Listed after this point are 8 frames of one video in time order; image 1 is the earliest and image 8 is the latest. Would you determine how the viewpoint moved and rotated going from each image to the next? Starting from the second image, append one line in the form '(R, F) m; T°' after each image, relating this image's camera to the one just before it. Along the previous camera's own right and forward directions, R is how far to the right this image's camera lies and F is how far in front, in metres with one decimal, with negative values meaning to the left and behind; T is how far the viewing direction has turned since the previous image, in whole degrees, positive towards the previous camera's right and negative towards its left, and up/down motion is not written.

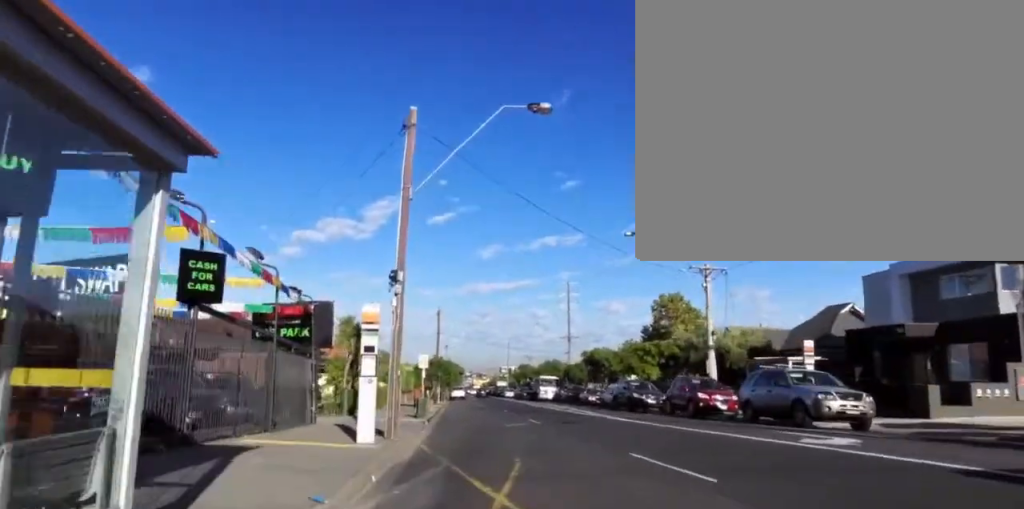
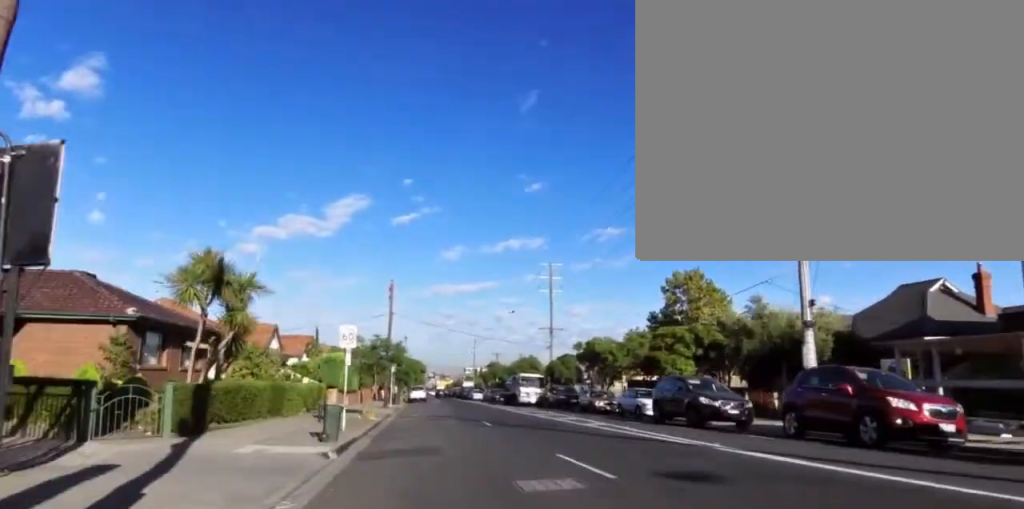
(-0.9, +15.5) m; +1°
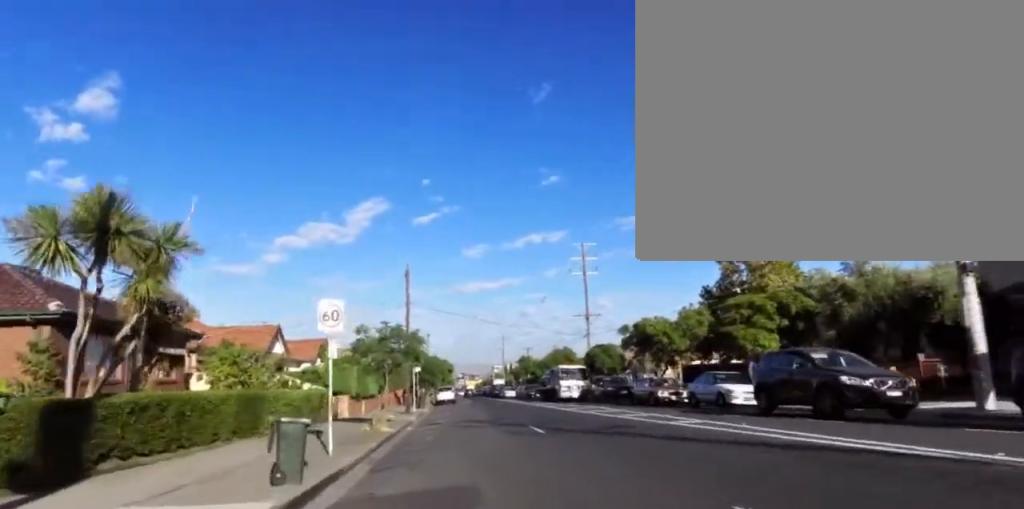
(+1.2, +6.5) m; 0°
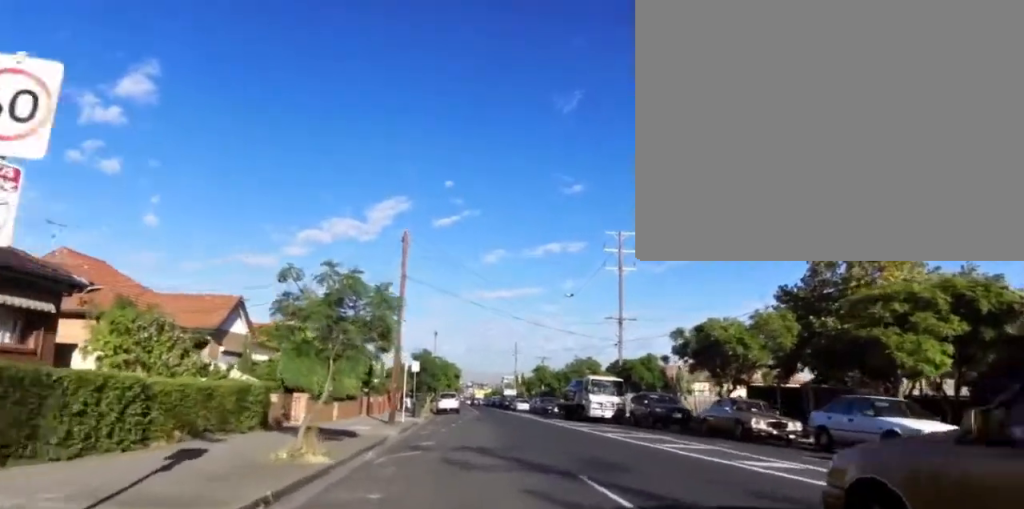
(-1.5, +9.5) m; 0°
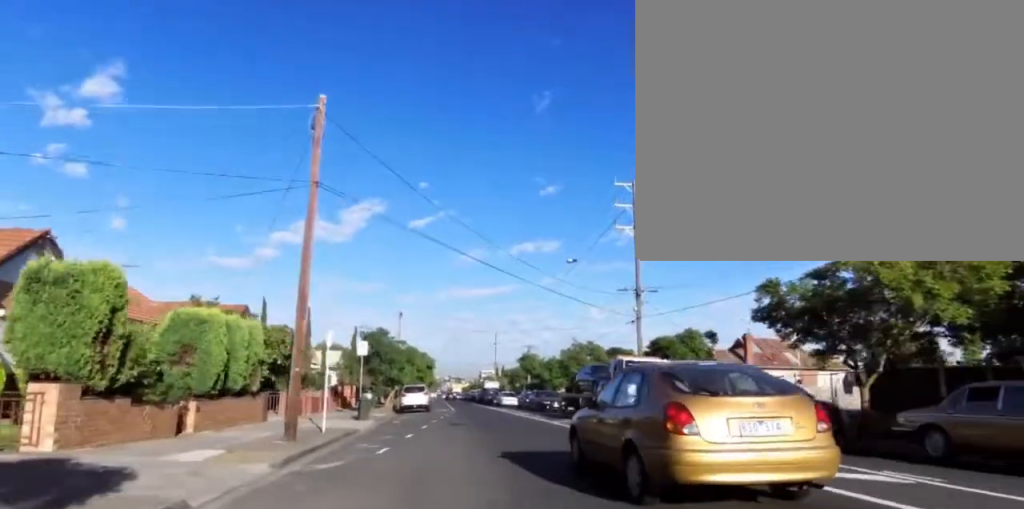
(+0.9, +12.7) m; -1°
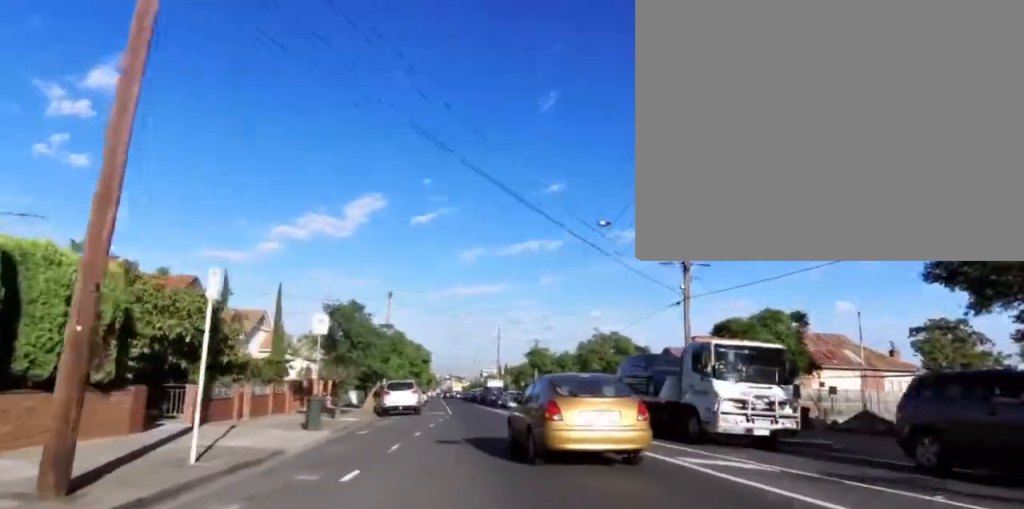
(-0.3, +8.4) m; 0°
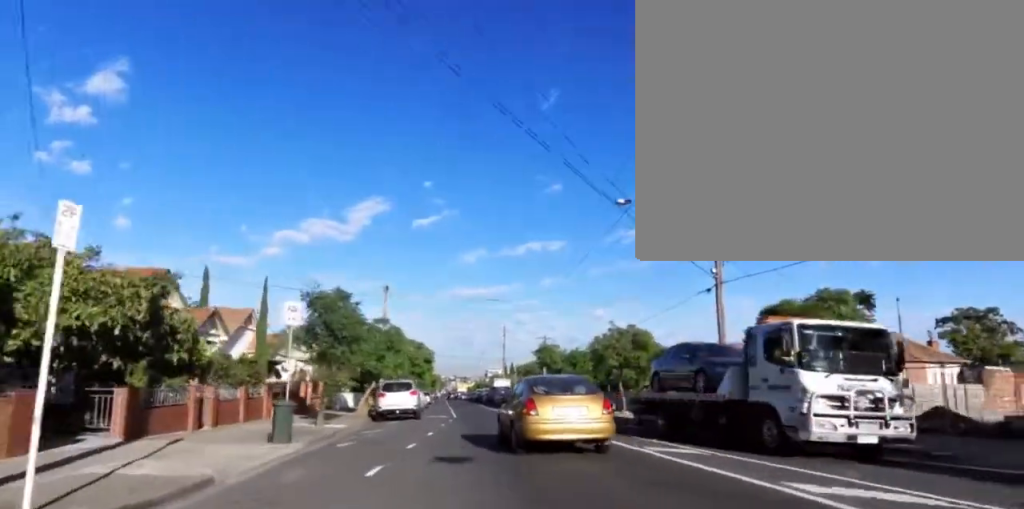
(+0.5, +3.6) m; 0°
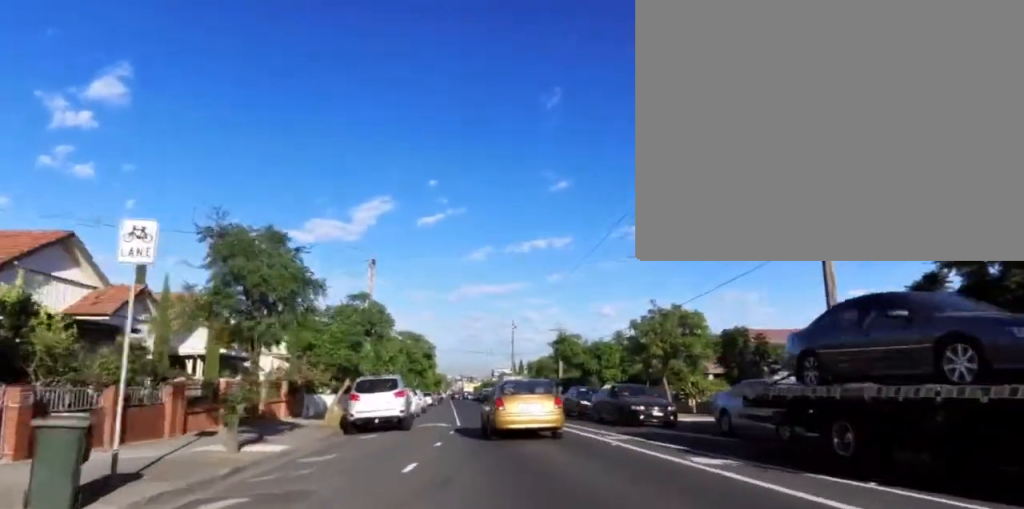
(-0.5, +7.9) m; -5°
